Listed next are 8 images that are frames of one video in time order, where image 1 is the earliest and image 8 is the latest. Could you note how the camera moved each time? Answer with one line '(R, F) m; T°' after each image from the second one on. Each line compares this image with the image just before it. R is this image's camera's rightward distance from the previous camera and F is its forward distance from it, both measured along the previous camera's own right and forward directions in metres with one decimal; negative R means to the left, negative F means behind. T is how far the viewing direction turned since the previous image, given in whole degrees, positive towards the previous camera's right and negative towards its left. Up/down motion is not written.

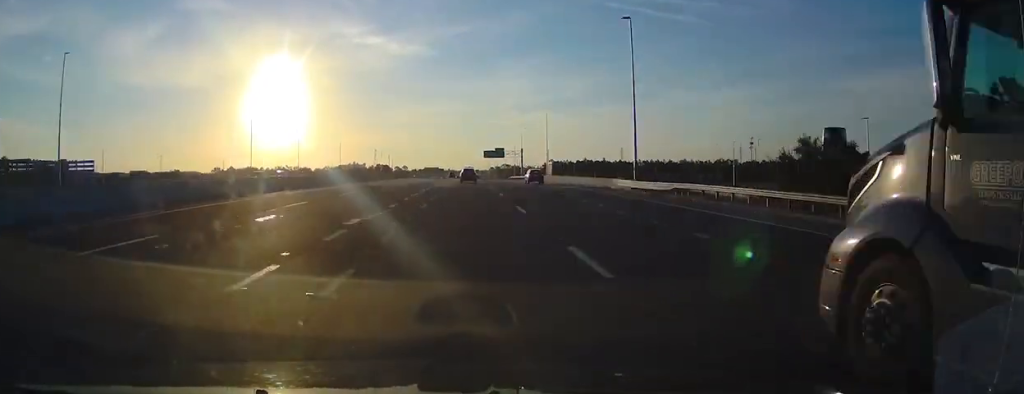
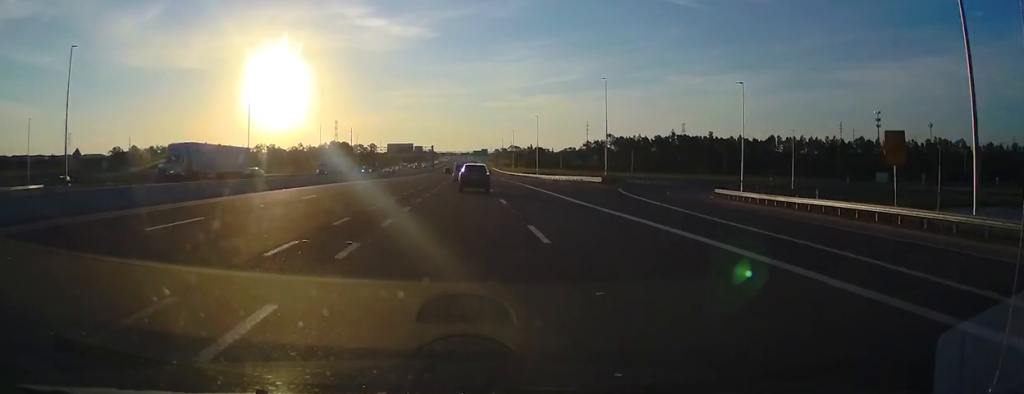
(-0.3, +219.6) m; 0°
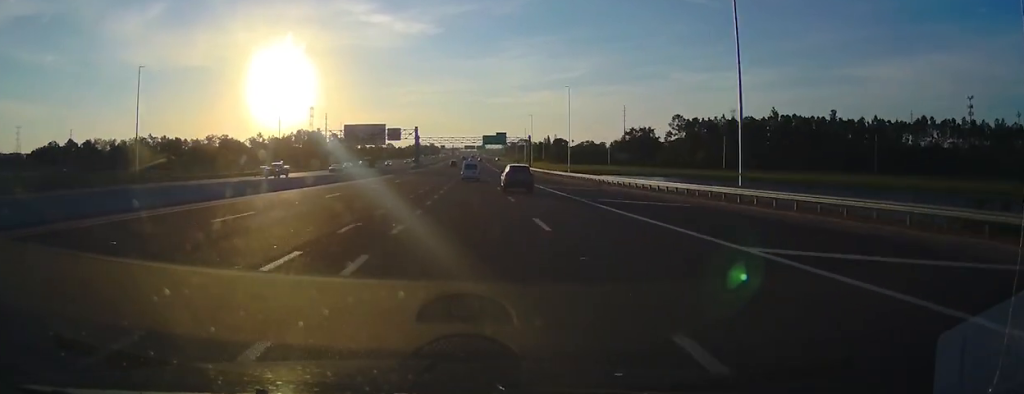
(-0.7, +149.7) m; 0°
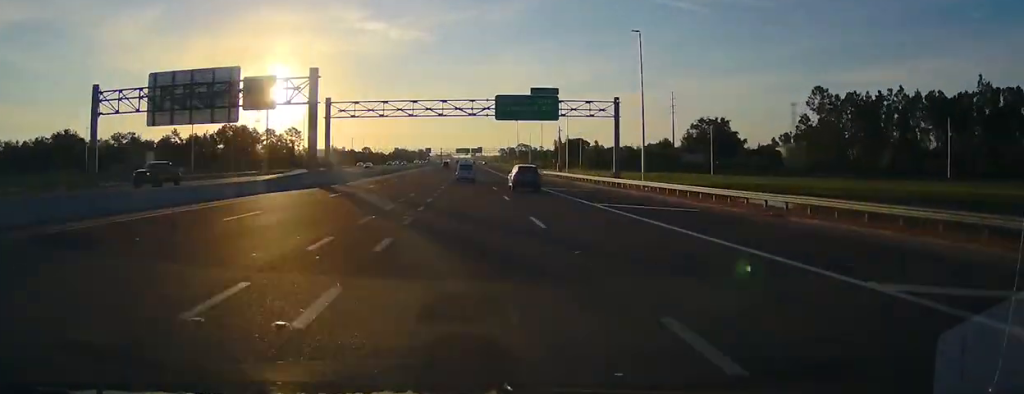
(+0.5, +106.4) m; 0°
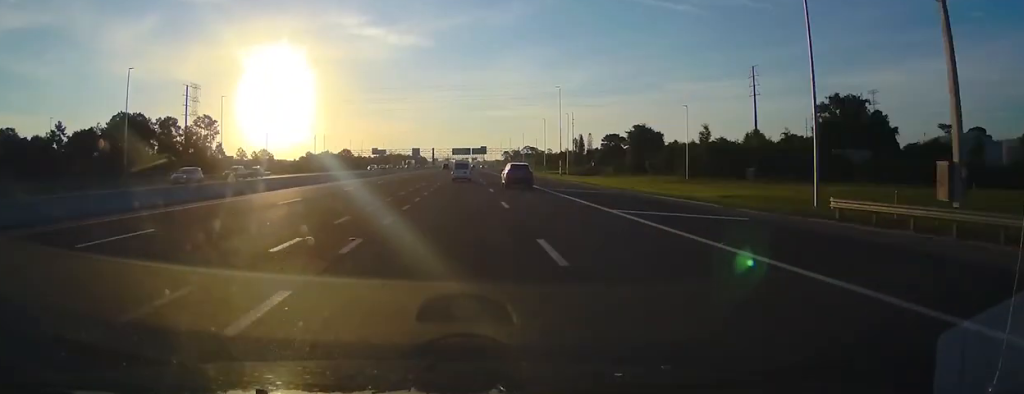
(-0.4, +81.3) m; 0°
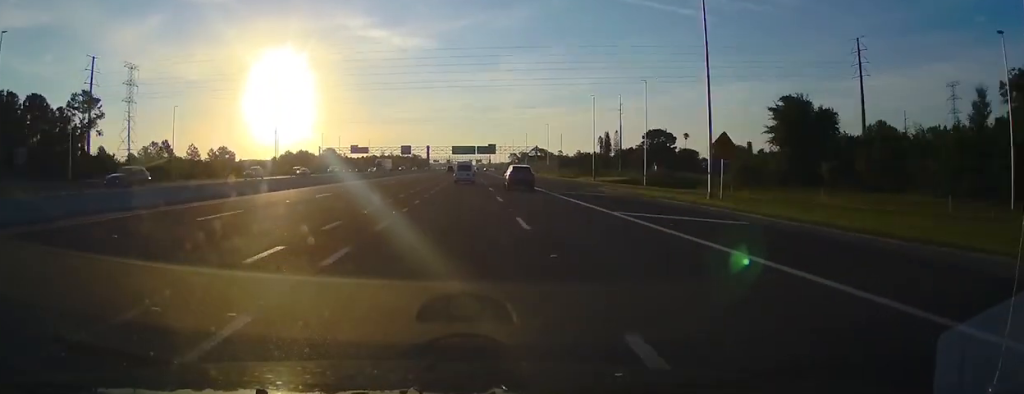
(-0.4, +56.2) m; 0°
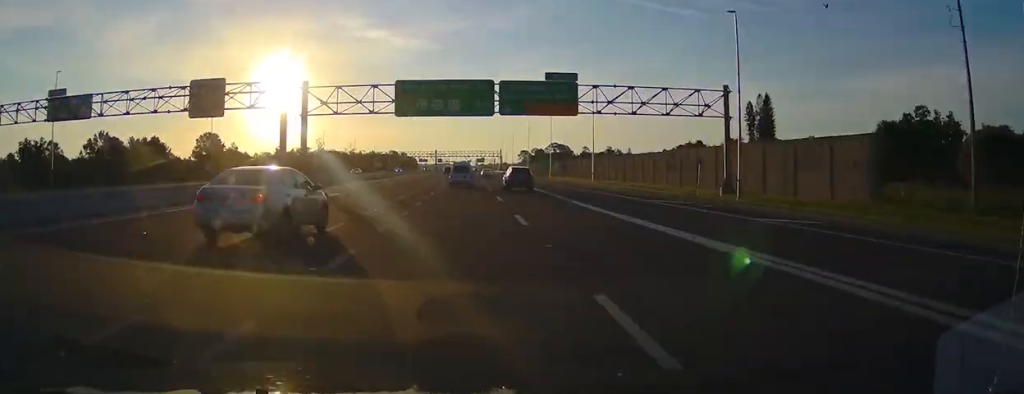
(+0.7, +153.9) m; 0°
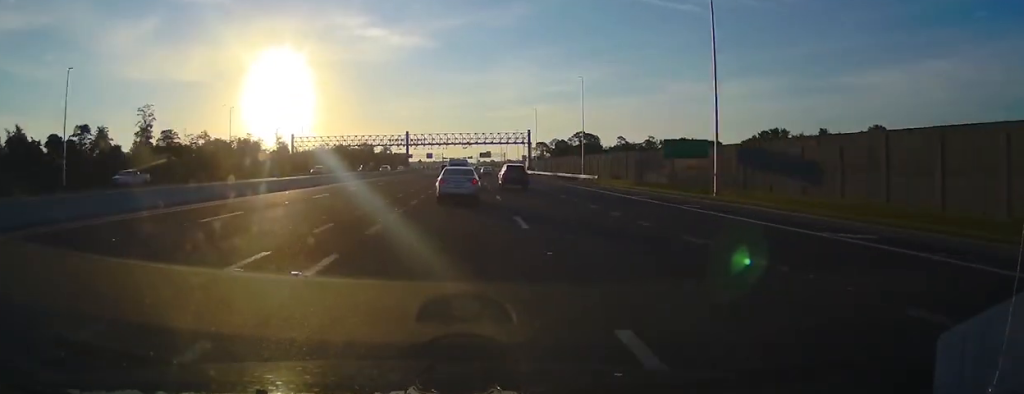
(+0.2, +117.0) m; 0°
